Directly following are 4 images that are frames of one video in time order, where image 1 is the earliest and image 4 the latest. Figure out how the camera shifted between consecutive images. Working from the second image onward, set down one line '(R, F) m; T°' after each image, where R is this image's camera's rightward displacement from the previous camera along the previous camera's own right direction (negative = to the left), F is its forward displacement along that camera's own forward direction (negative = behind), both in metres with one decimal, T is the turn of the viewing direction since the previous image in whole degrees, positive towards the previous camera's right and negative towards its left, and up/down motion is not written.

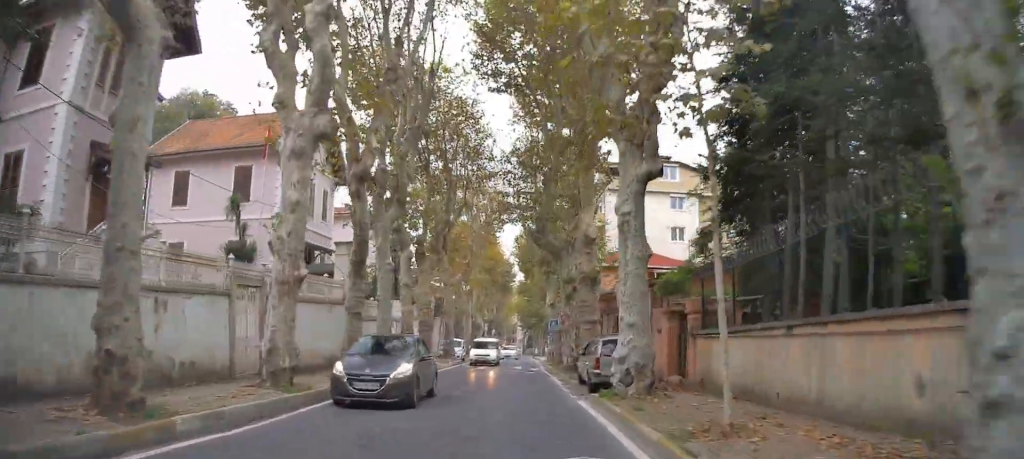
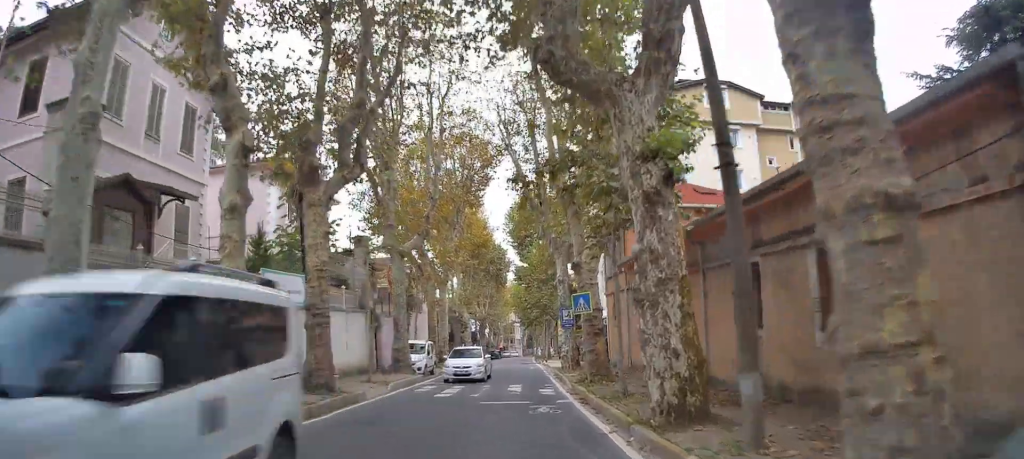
(+0.9, +17.5) m; +3°
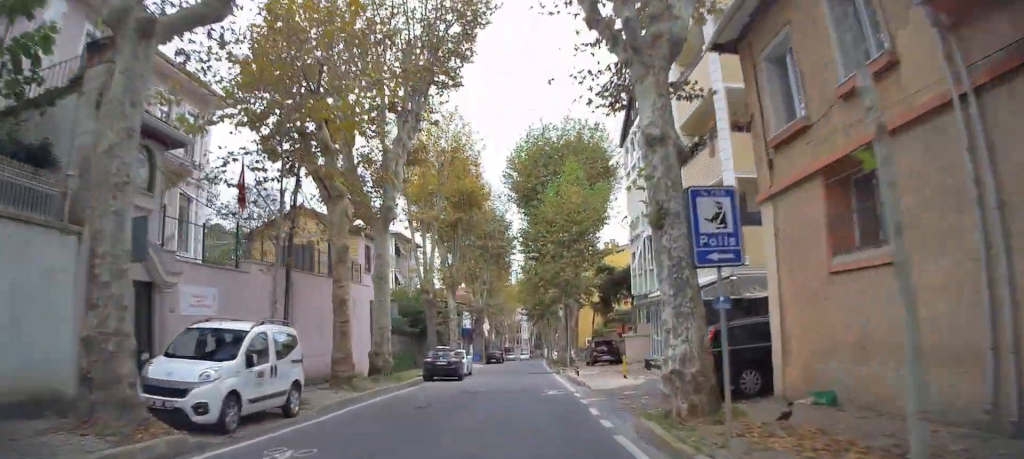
(-1.1, +19.7) m; -3°
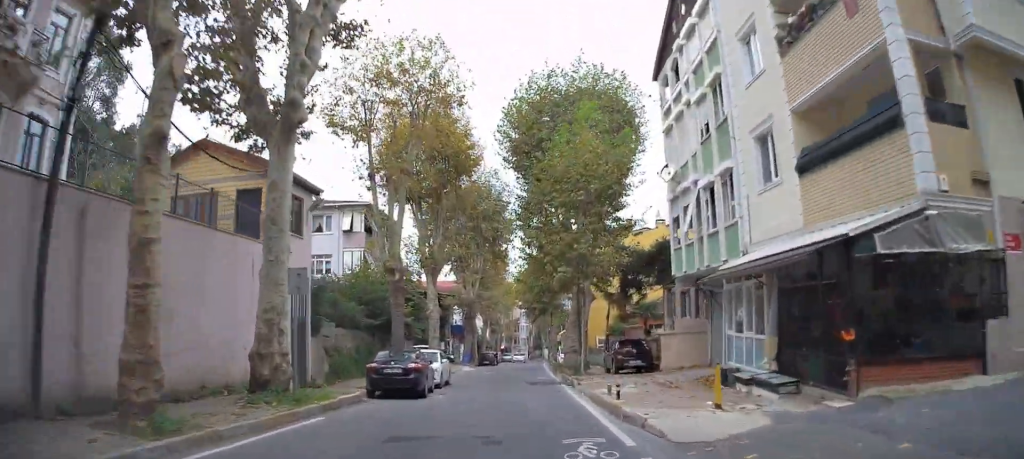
(0.0, +9.4) m; 0°
